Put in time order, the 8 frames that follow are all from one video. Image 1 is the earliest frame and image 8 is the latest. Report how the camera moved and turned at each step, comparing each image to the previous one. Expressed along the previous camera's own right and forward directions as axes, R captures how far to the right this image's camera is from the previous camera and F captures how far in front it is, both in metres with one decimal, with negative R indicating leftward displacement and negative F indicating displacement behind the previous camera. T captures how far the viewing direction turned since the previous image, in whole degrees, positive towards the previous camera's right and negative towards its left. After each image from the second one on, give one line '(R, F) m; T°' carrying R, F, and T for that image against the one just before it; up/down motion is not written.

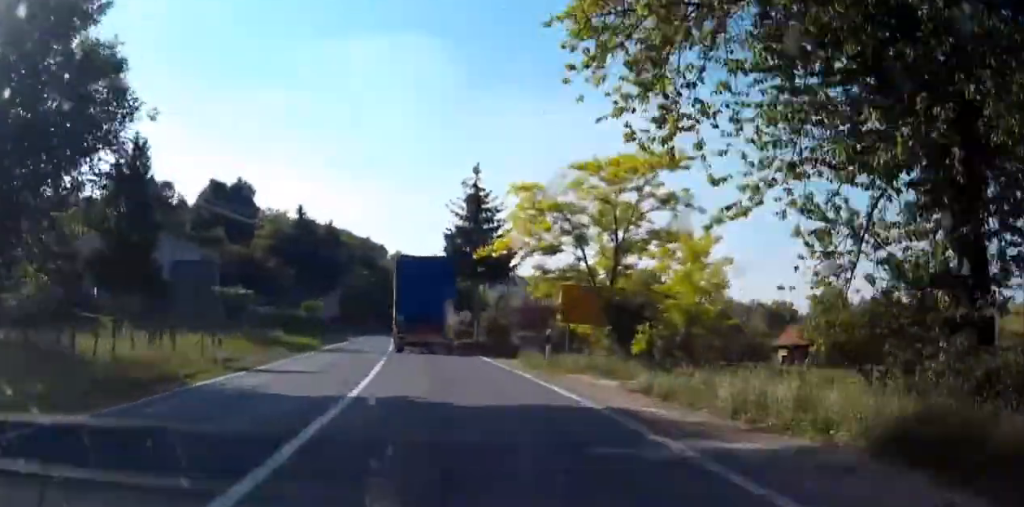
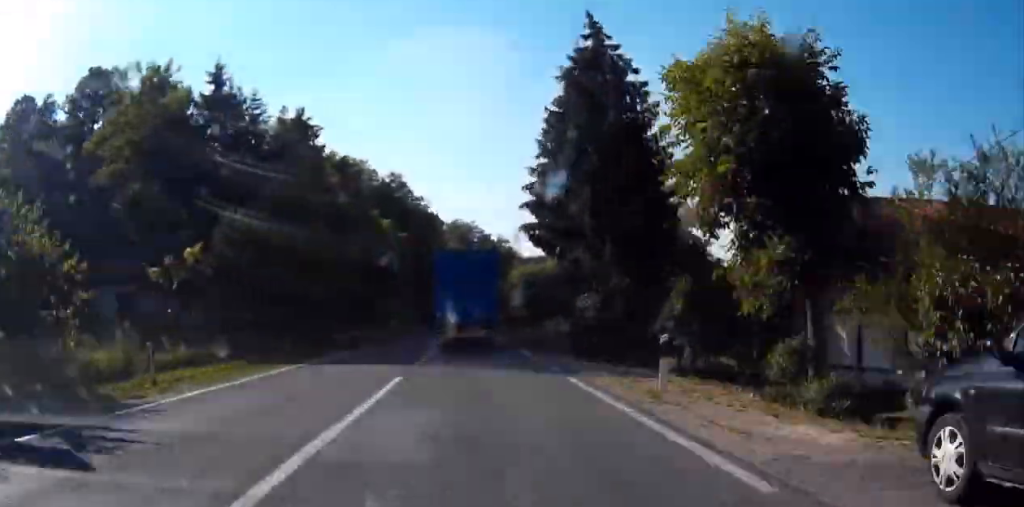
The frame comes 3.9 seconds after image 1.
(-10.9, +67.6) m; -9°
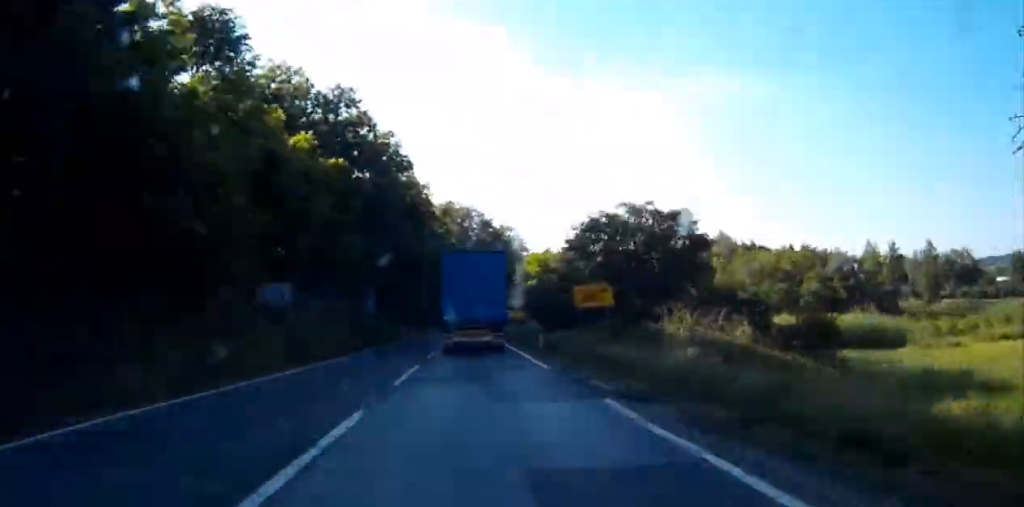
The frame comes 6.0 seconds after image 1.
(-0.1, +36.7) m; 0°
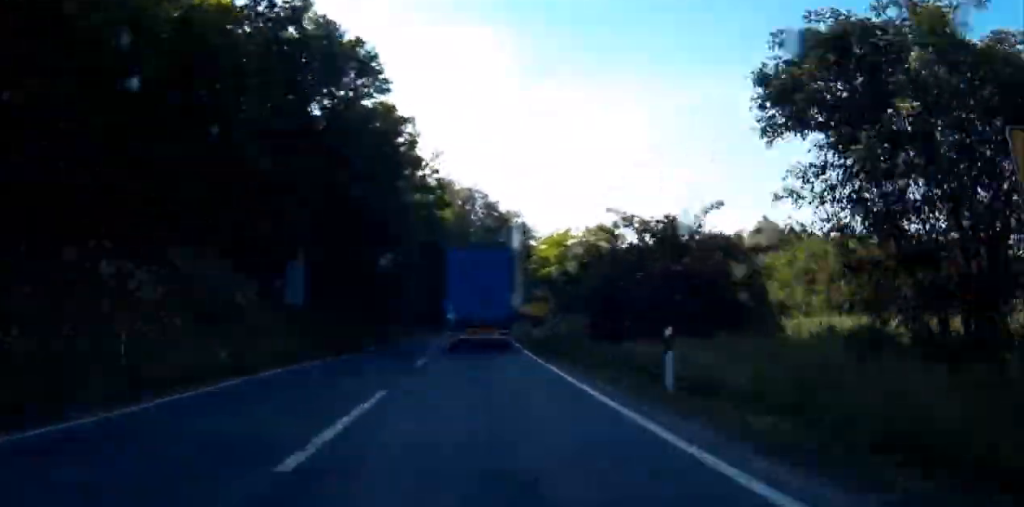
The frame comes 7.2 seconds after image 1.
(0.0, +20.7) m; +1°
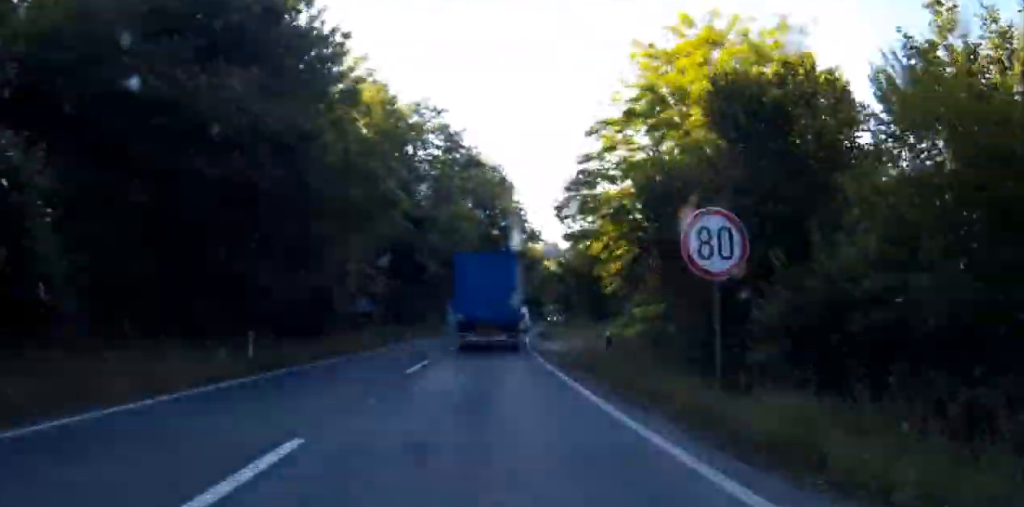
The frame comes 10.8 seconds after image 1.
(+1.0, +61.9) m; -1°
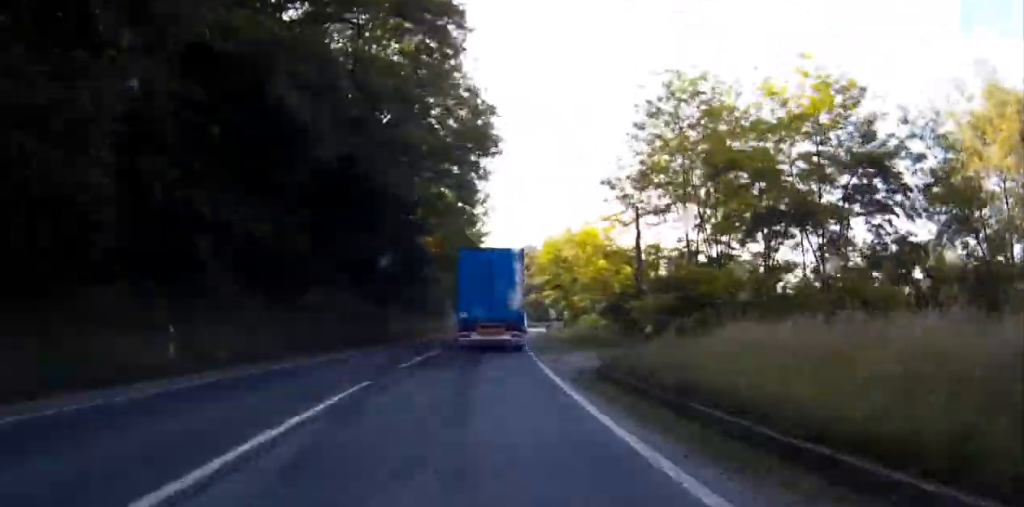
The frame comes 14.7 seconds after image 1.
(-1.1, +65.2) m; +11°
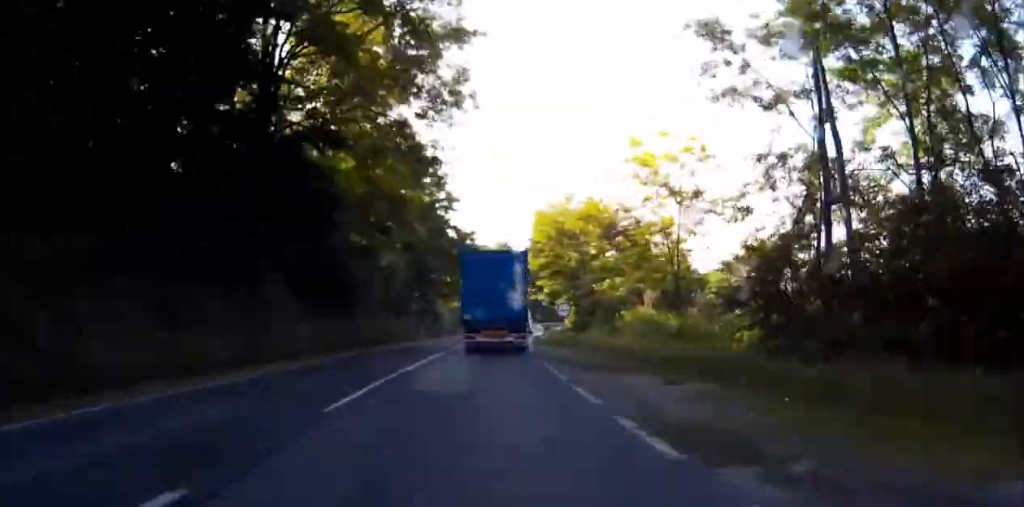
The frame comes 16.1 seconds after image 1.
(+5.1, +26.3) m; +5°
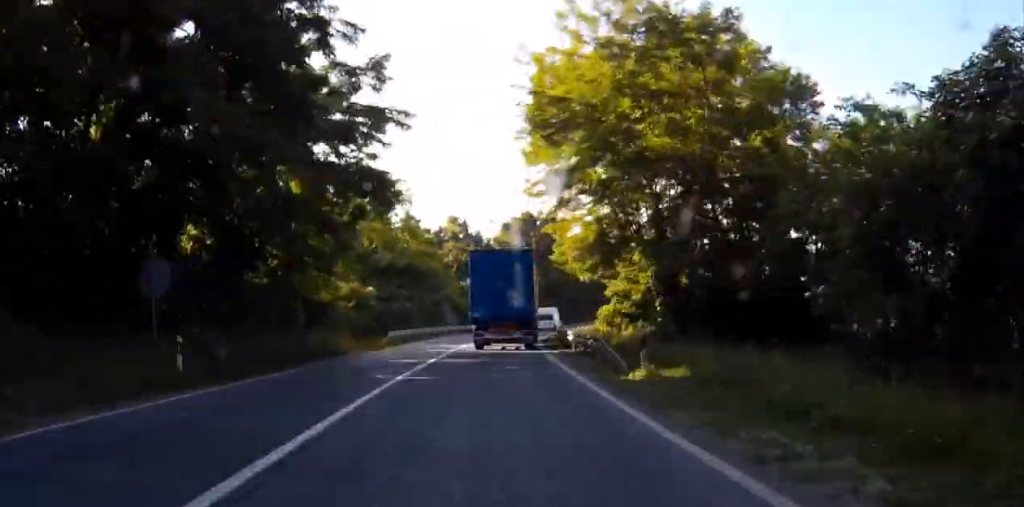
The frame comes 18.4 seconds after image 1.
(+3.8, +44.0) m; +6°
